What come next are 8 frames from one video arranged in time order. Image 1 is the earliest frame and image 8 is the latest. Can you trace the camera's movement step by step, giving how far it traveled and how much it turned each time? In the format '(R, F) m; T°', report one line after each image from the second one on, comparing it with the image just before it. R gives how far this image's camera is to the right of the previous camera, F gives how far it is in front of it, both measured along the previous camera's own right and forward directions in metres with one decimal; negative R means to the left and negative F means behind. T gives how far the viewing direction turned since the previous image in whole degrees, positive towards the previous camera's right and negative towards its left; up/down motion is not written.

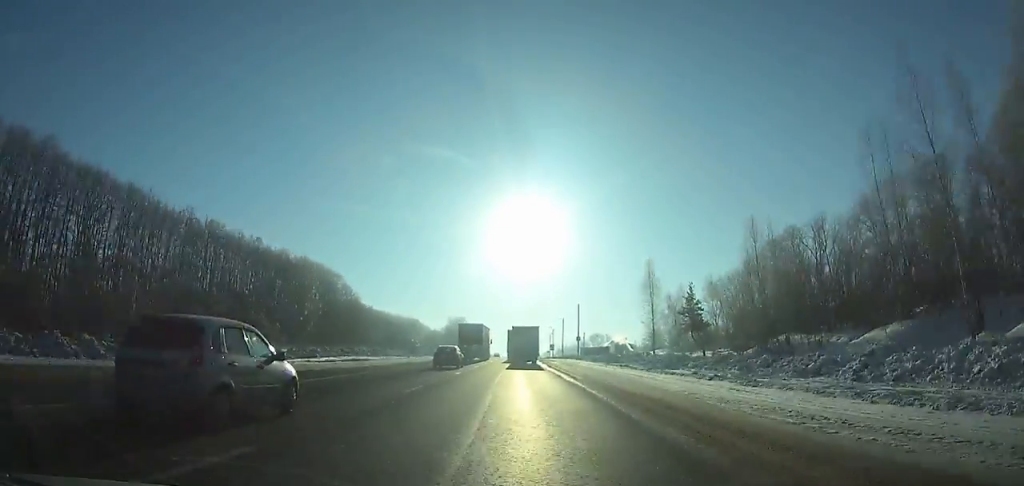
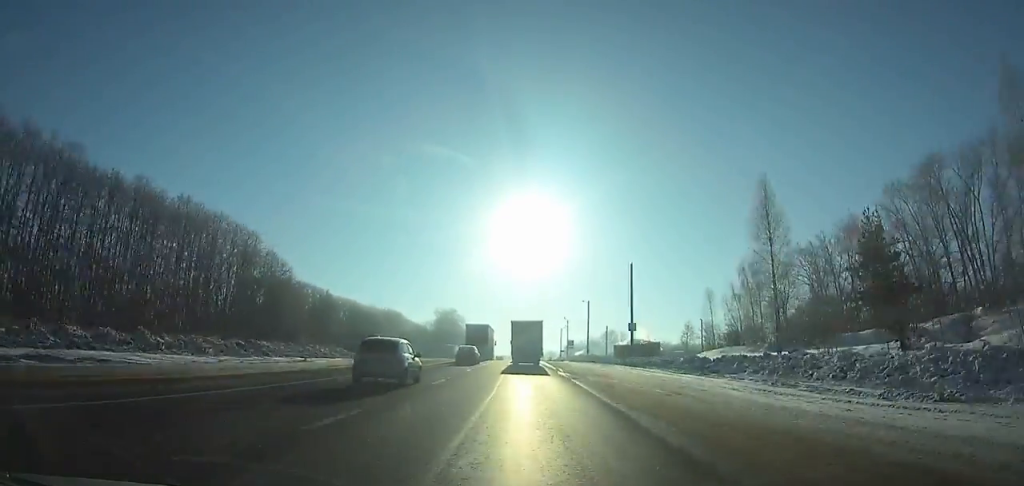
(-0.2, +44.9) m; -1°
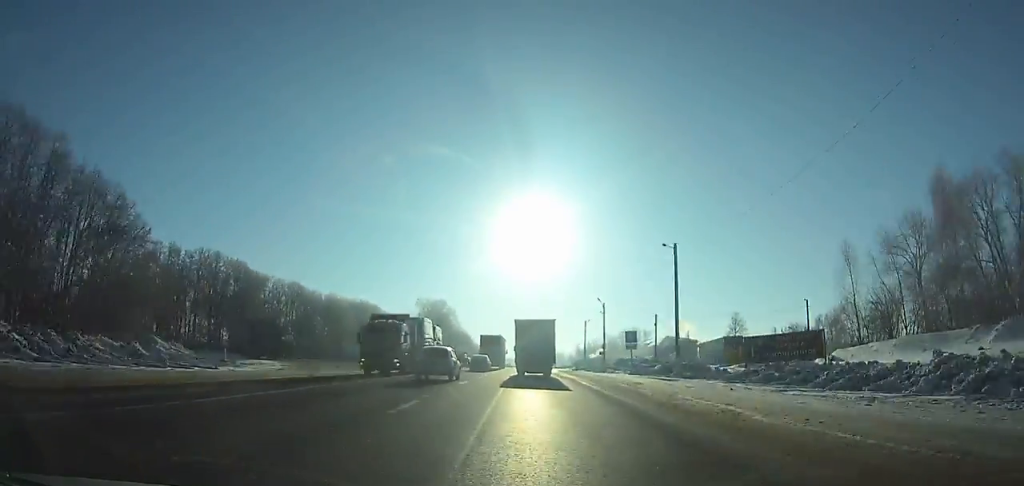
(-0.3, +47.0) m; -1°
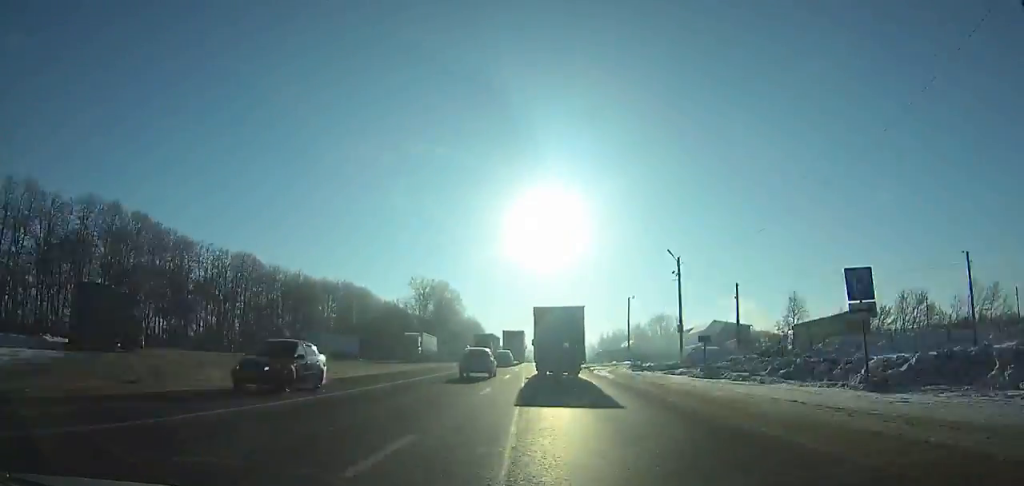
(-0.4, +31.1) m; 0°
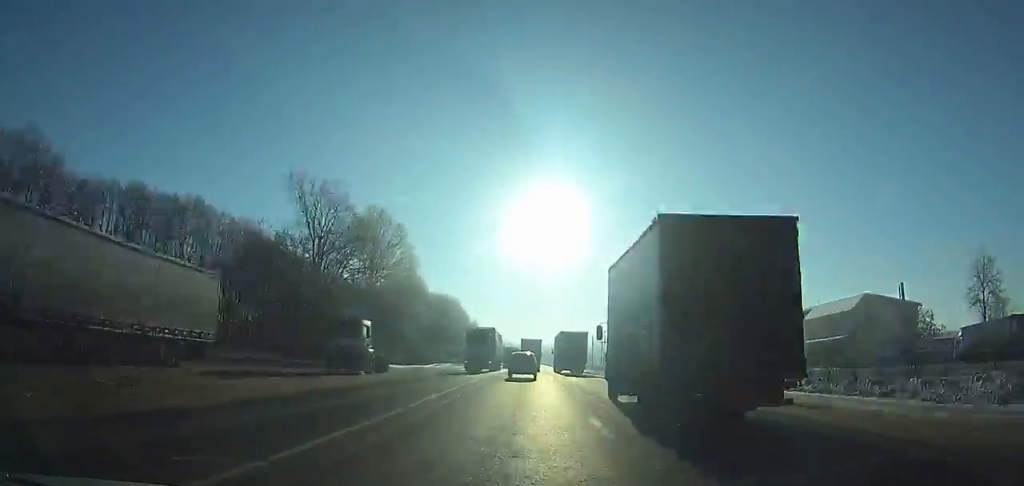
(+0.5, +70.3) m; +1°
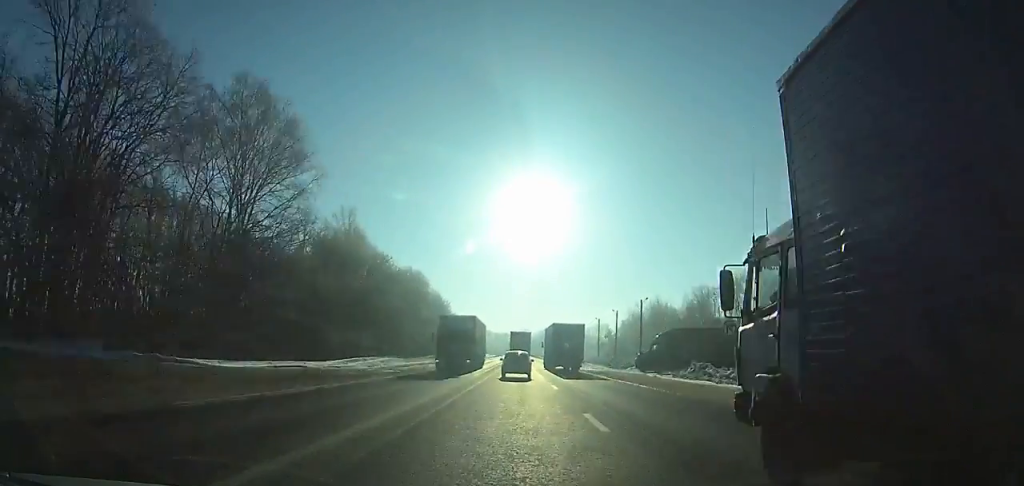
(+0.4, +35.8) m; 0°
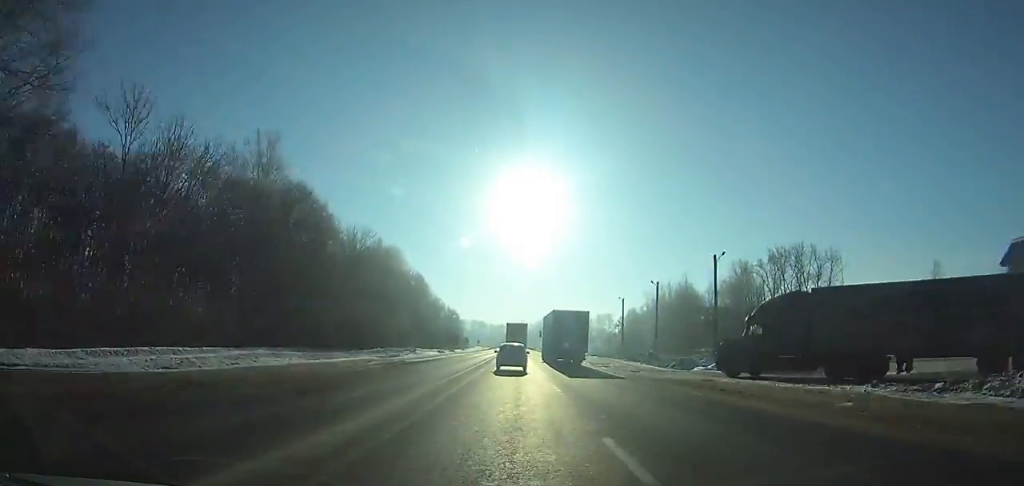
(+0.1, +27.3) m; 0°
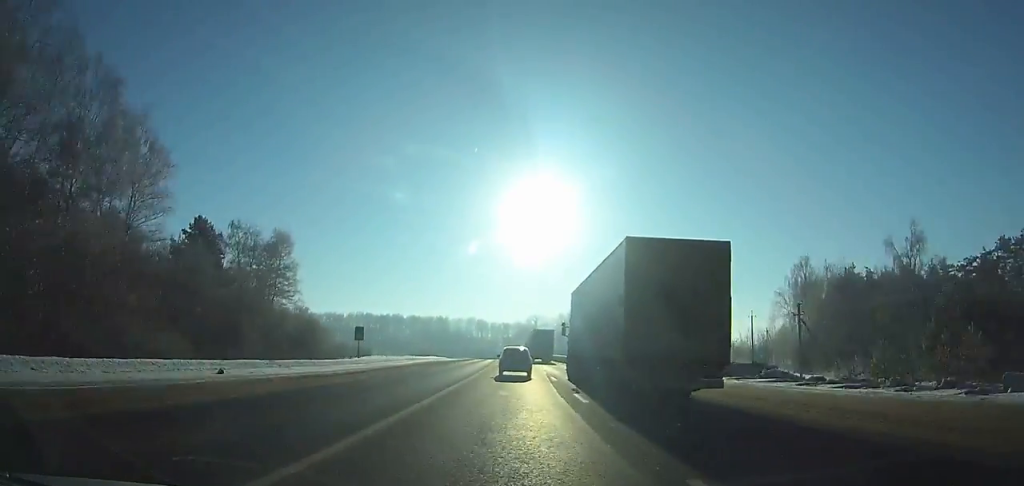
(-1.7, +161.5) m; -2°
